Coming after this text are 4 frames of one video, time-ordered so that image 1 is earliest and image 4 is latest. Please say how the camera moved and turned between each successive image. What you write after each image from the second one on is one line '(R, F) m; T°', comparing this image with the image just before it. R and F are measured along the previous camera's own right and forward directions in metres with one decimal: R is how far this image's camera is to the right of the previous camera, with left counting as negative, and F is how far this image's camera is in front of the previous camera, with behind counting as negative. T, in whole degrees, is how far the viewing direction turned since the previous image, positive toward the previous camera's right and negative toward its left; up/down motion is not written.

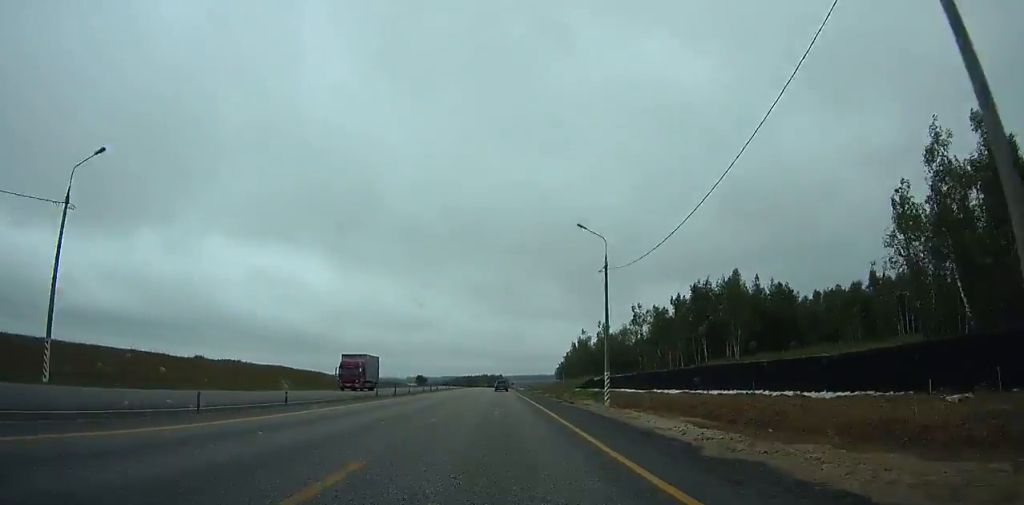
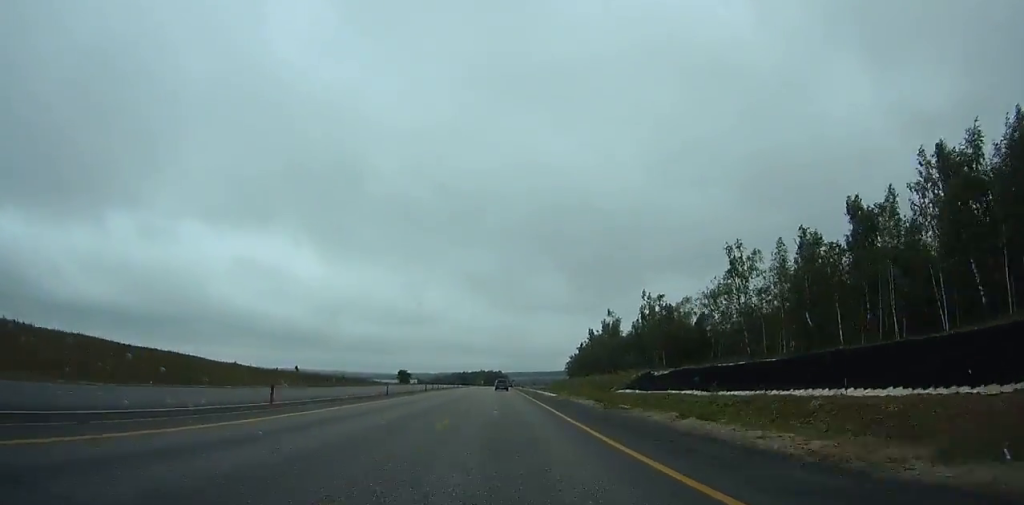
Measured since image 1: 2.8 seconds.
(+0.1, +62.9) m; 0°
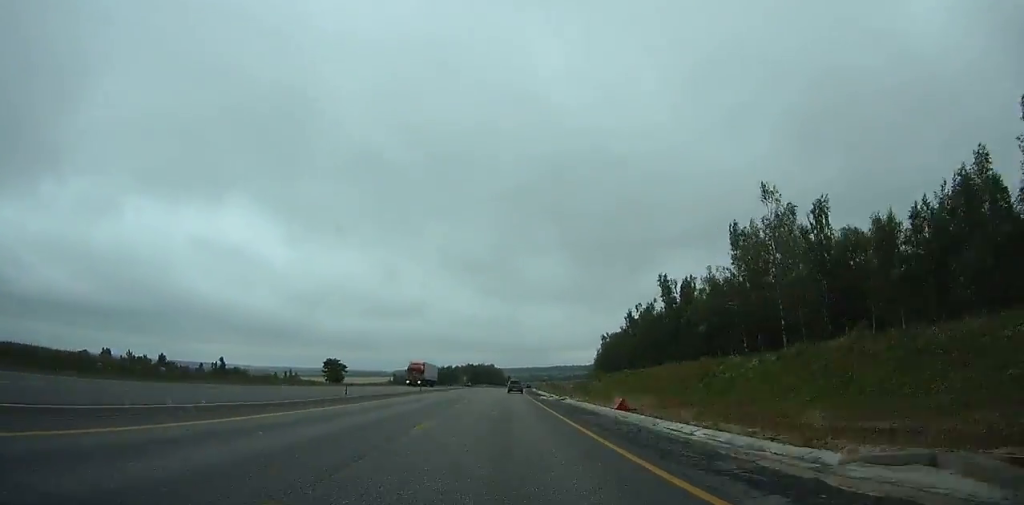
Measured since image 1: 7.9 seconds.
(+0.7, +118.1) m; +1°
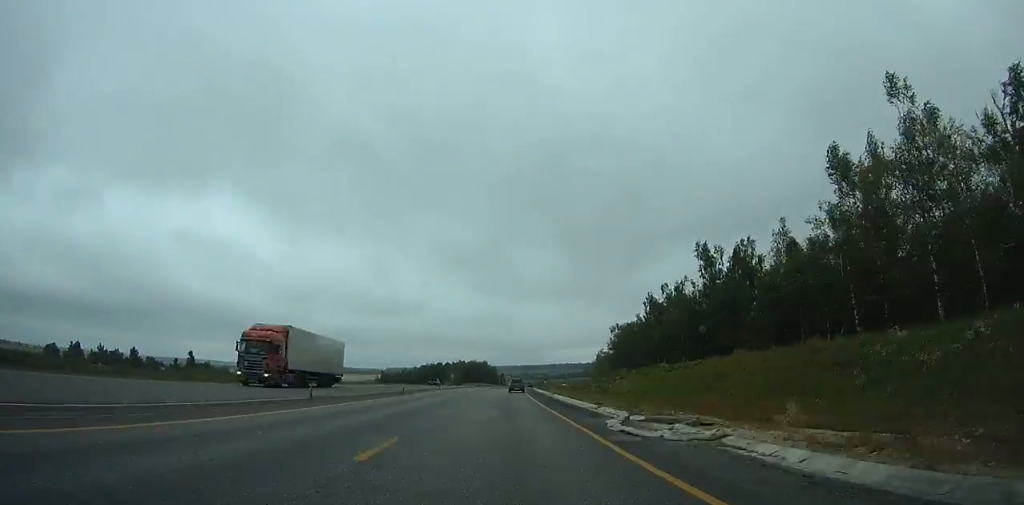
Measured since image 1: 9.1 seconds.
(0.0, +28.4) m; 0°
